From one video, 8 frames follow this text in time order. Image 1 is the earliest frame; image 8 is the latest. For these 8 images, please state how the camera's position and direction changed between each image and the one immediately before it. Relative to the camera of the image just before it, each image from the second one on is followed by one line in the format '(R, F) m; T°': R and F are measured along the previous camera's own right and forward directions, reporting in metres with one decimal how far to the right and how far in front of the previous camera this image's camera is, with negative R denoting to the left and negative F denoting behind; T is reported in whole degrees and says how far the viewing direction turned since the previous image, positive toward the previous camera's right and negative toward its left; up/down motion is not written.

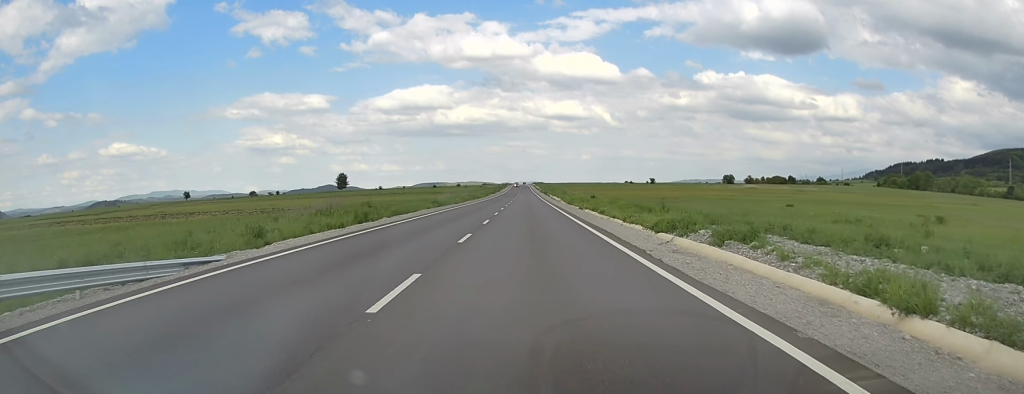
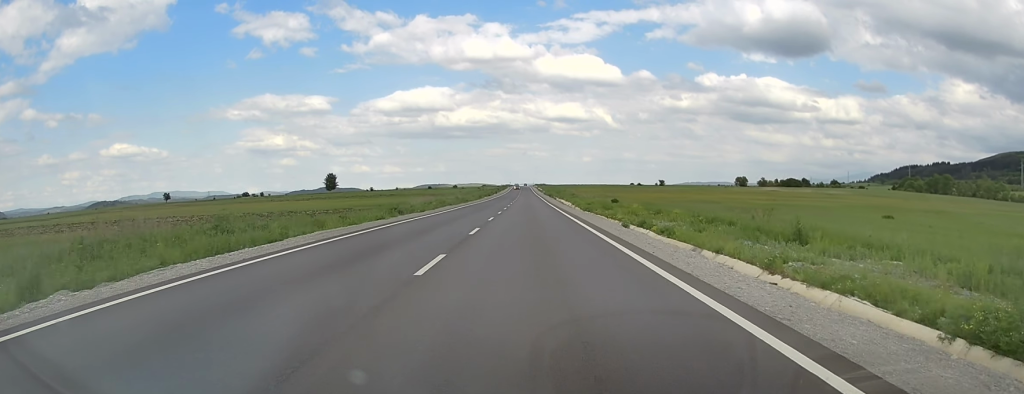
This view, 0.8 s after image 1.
(0.0, +24.5) m; 0°
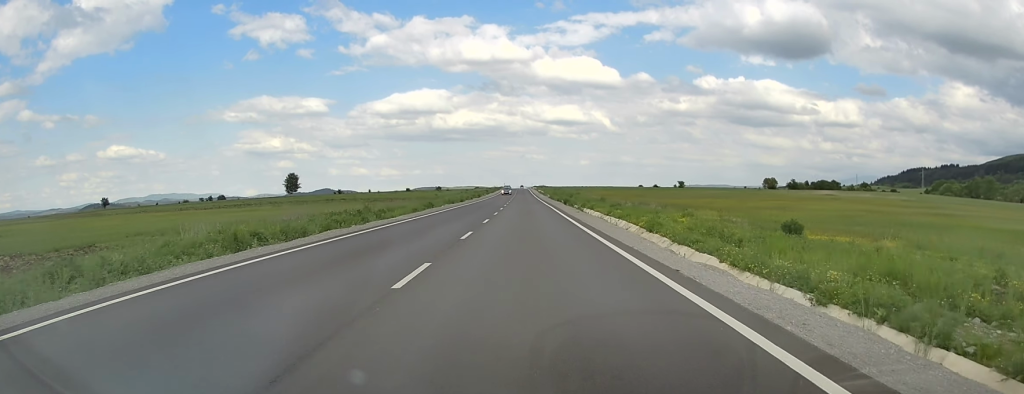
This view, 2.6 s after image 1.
(+0.9, +55.8) m; +1°
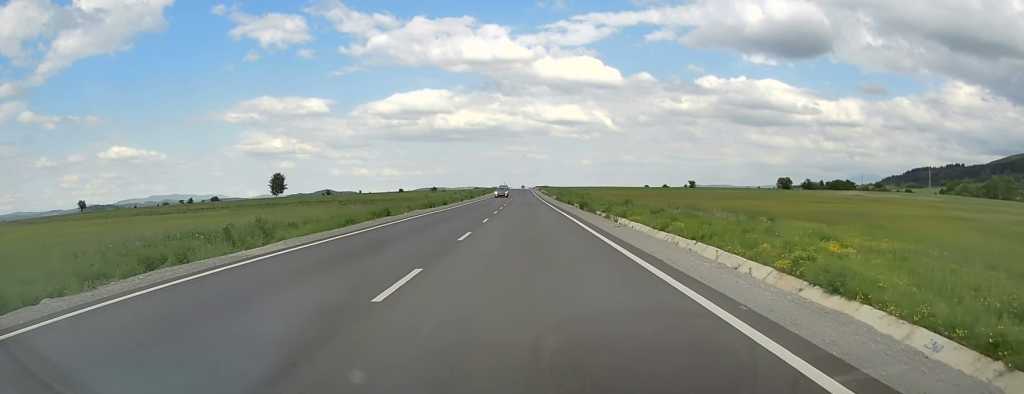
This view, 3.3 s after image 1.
(-0.3, +19.2) m; -1°
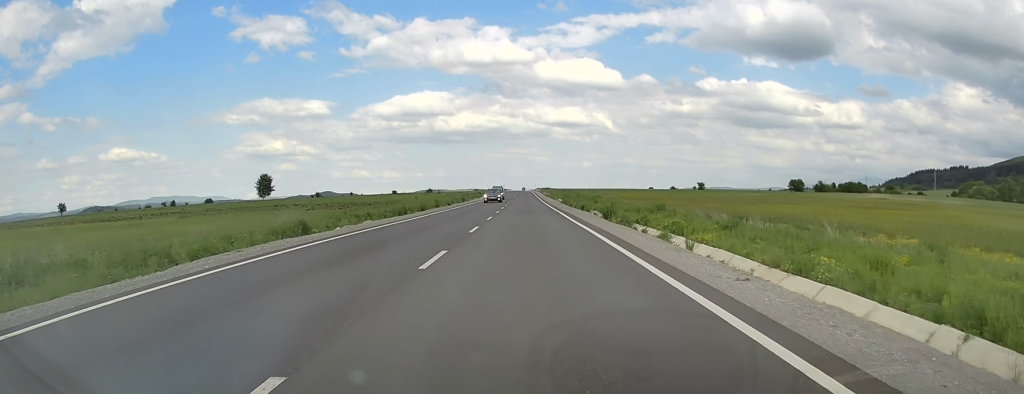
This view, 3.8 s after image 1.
(-0.1, +15.2) m; 0°
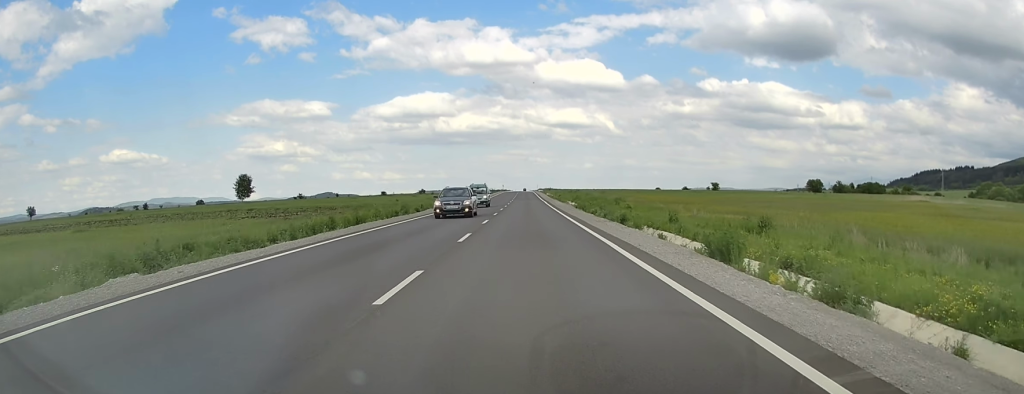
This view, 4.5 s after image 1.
(+0.1, +21.3) m; 0°
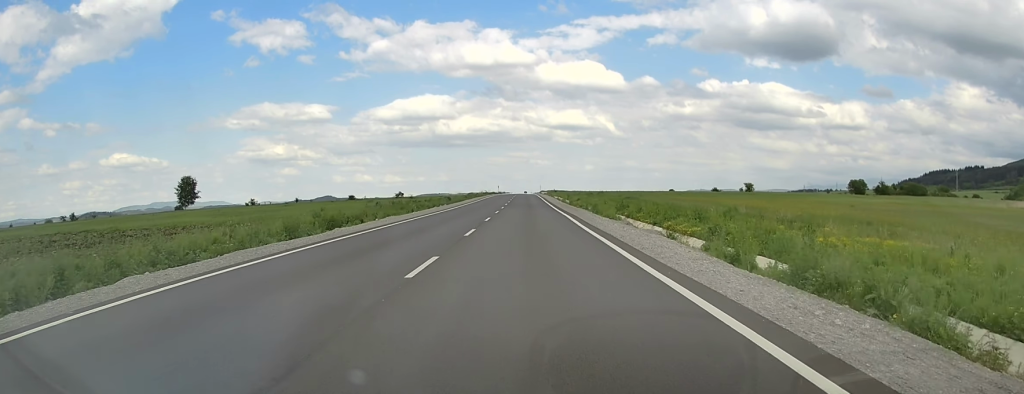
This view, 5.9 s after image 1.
(-0.2, +43.3) m; -1°
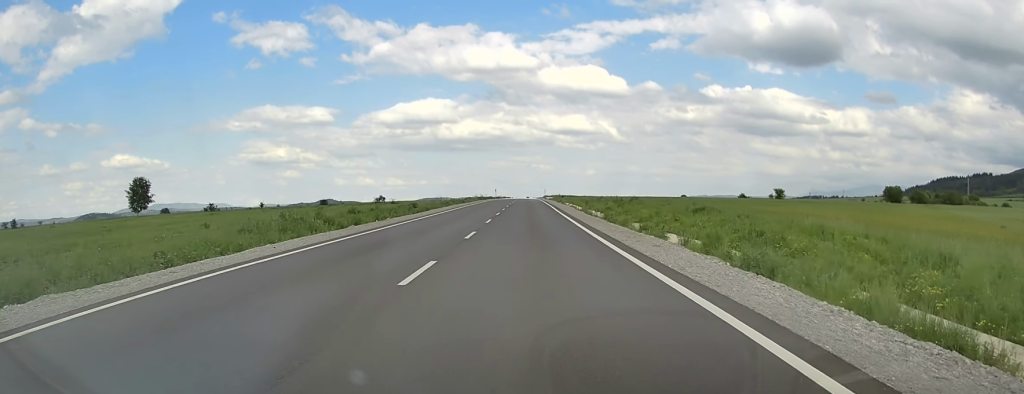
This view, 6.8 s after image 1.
(-0.2, +28.1) m; 0°
